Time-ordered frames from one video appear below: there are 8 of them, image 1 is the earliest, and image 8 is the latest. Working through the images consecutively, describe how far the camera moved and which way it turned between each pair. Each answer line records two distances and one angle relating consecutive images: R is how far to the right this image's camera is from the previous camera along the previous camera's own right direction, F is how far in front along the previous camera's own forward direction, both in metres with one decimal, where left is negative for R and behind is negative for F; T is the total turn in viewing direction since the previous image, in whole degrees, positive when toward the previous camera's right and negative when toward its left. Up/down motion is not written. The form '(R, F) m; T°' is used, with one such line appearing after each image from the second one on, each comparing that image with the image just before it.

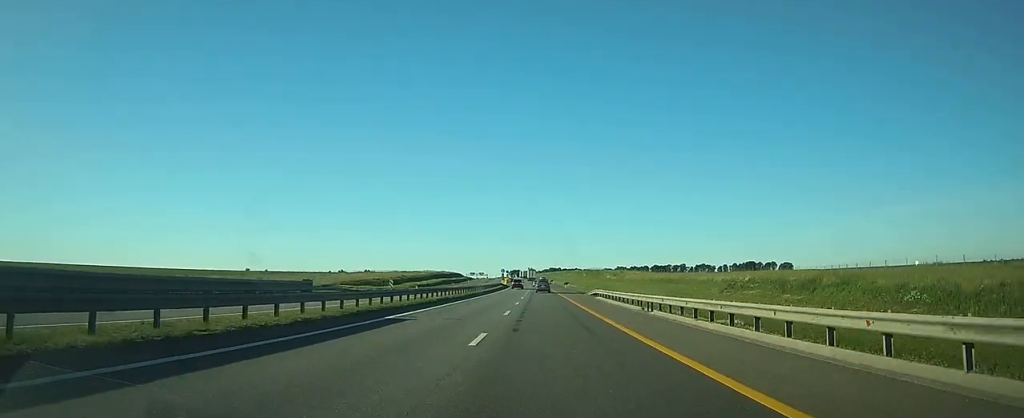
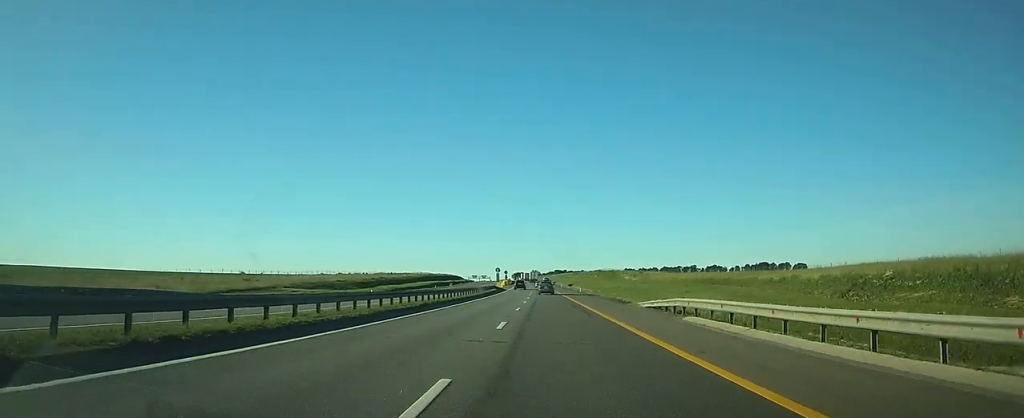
(0.0, +31.4) m; 0°
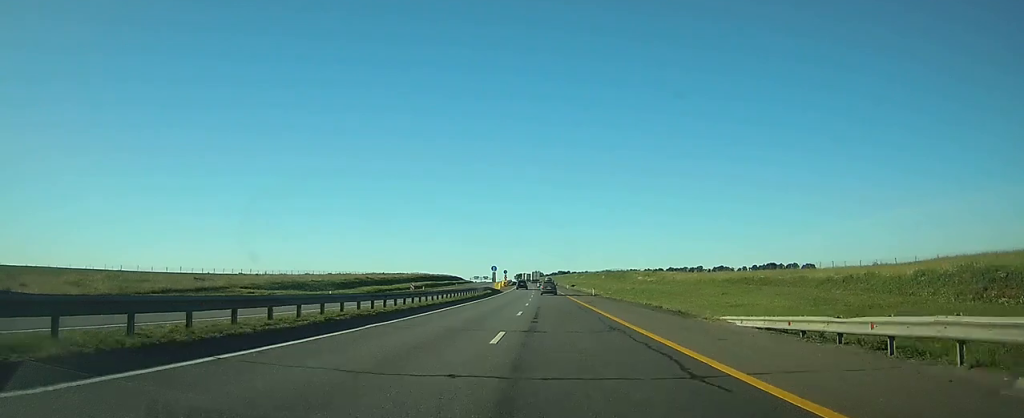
(0.0, +16.2) m; 0°
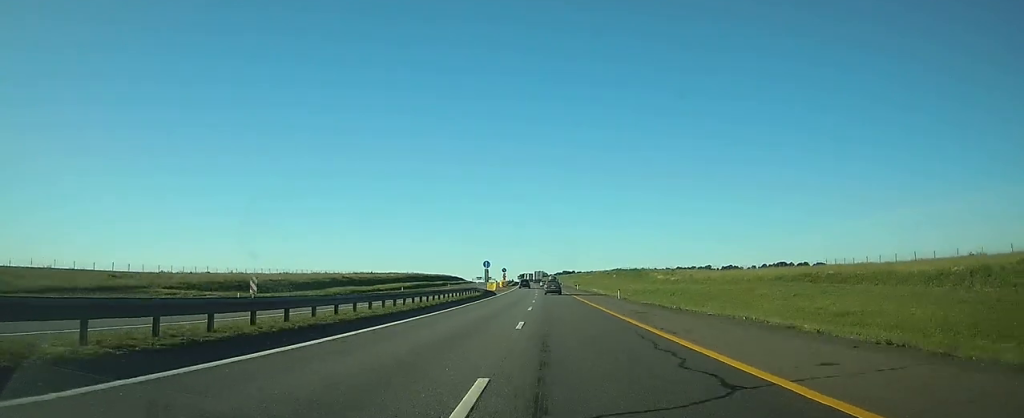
(0.0, +19.7) m; 0°
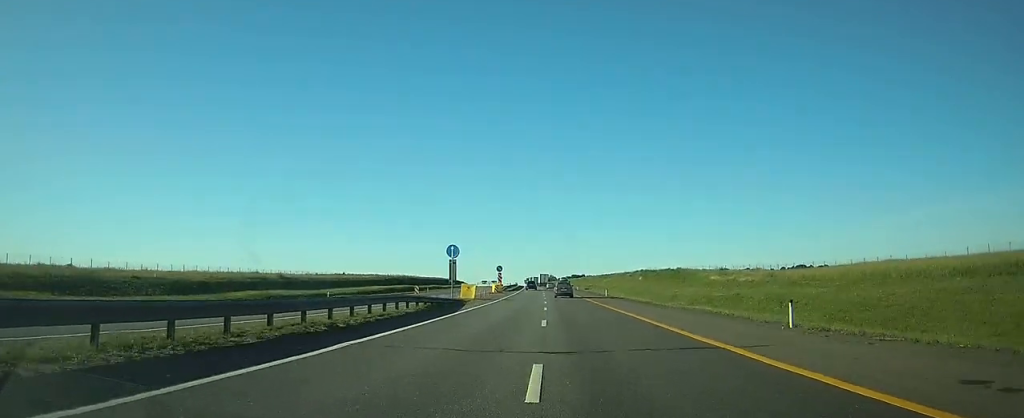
(-0.2, +34.6) m; 0°
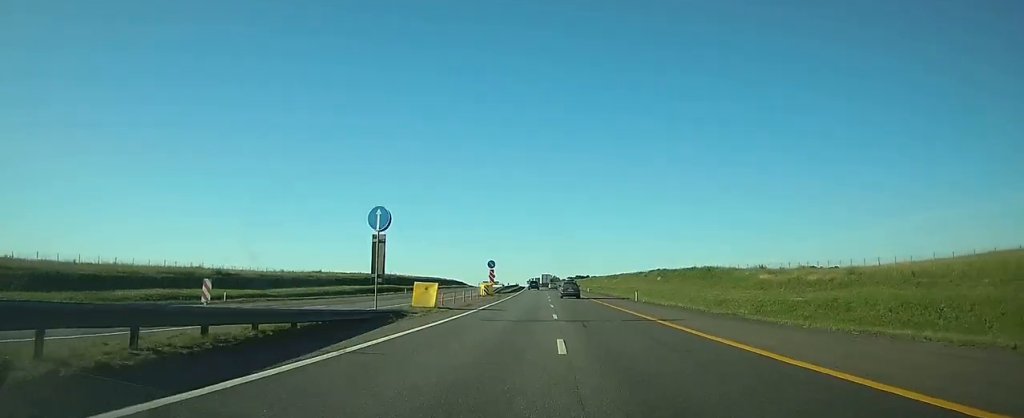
(-0.1, +19.6) m; 0°
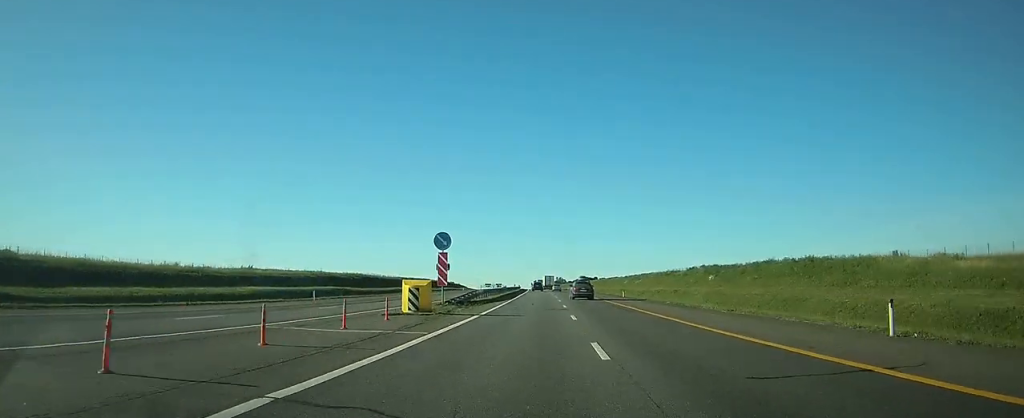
(-0.1, +36.7) m; -1°
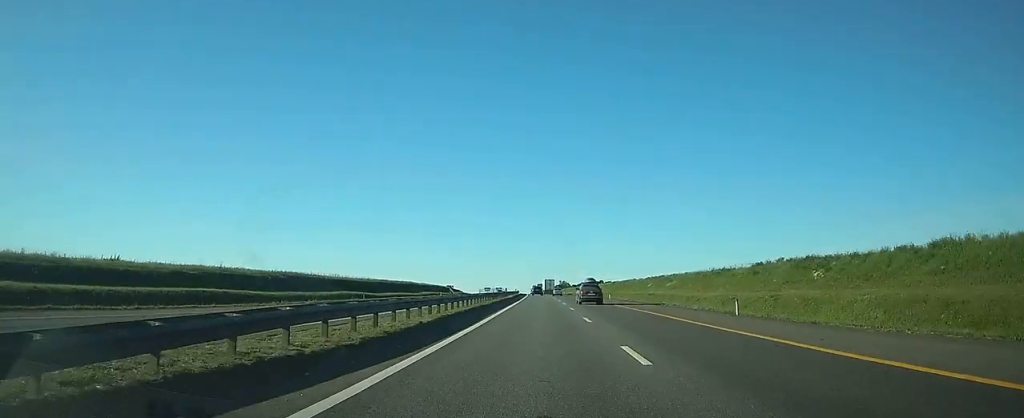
(-0.3, +36.6) m; -1°
